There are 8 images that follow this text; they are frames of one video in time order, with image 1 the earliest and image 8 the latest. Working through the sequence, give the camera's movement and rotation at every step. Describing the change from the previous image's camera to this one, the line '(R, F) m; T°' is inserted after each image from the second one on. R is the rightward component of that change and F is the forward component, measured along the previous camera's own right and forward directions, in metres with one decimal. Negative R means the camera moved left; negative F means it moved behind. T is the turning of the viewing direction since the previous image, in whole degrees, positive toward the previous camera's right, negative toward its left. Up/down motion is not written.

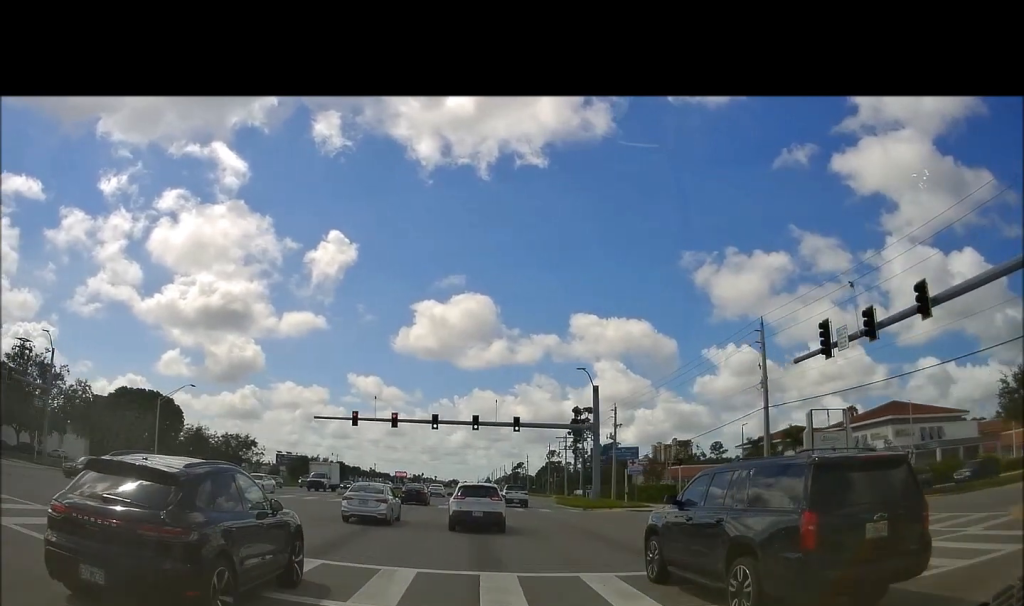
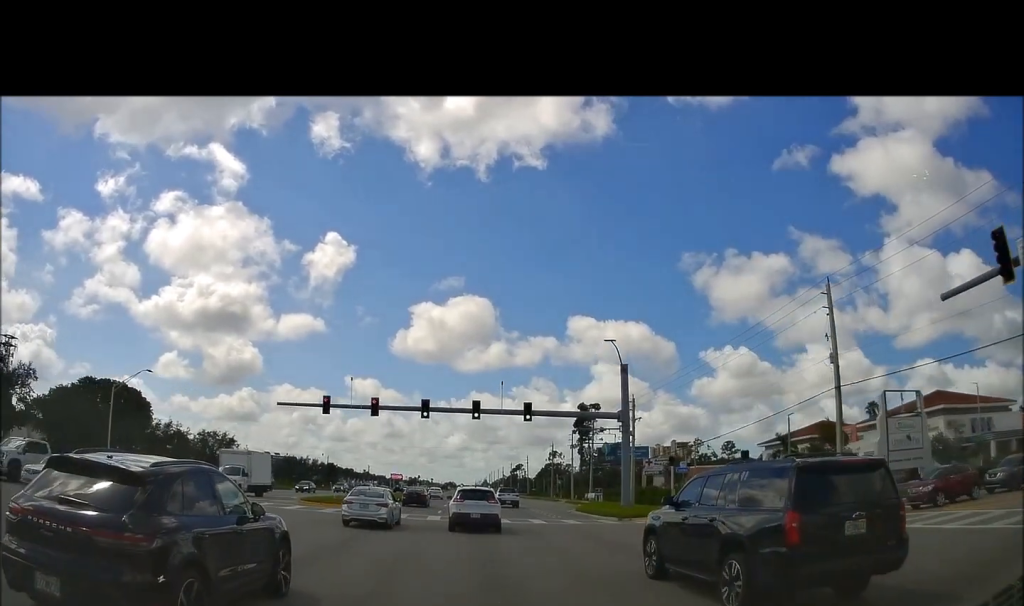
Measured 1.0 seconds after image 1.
(0.0, +8.5) m; -3°
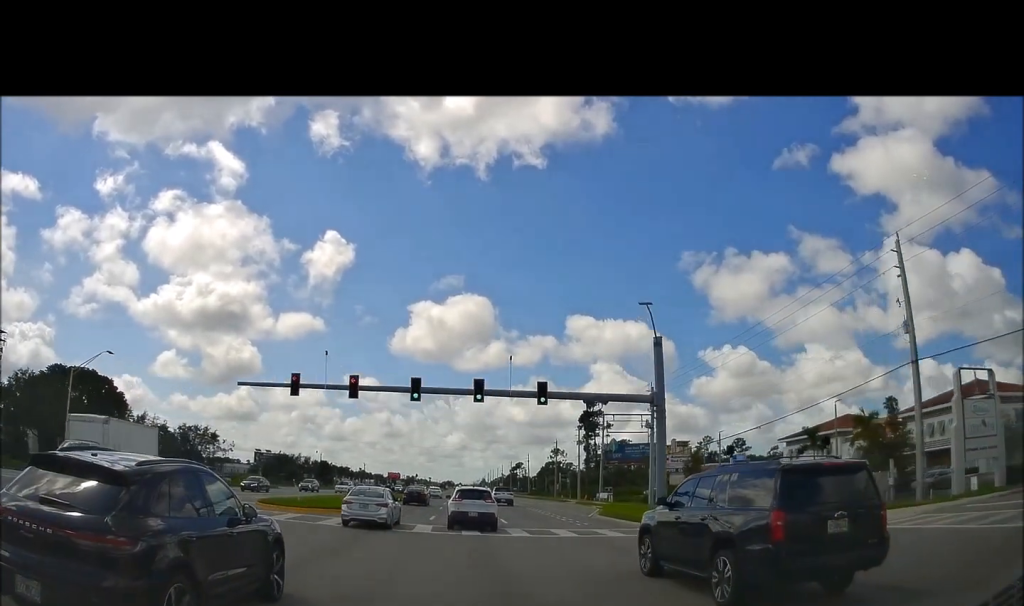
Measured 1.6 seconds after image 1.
(-0.3, +6.7) m; 0°
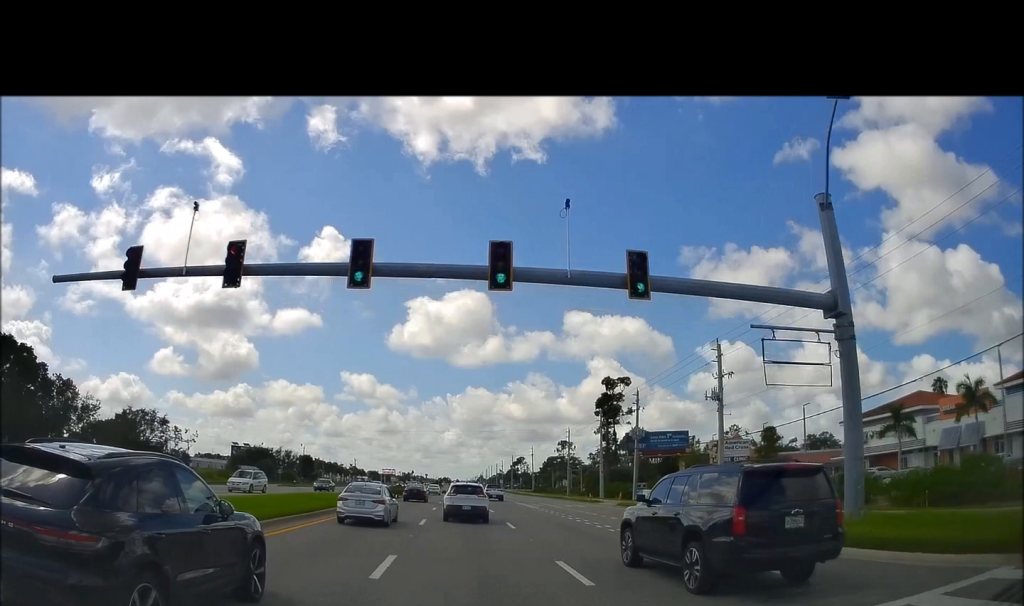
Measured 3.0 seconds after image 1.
(+0.5, +17.0) m; +3°
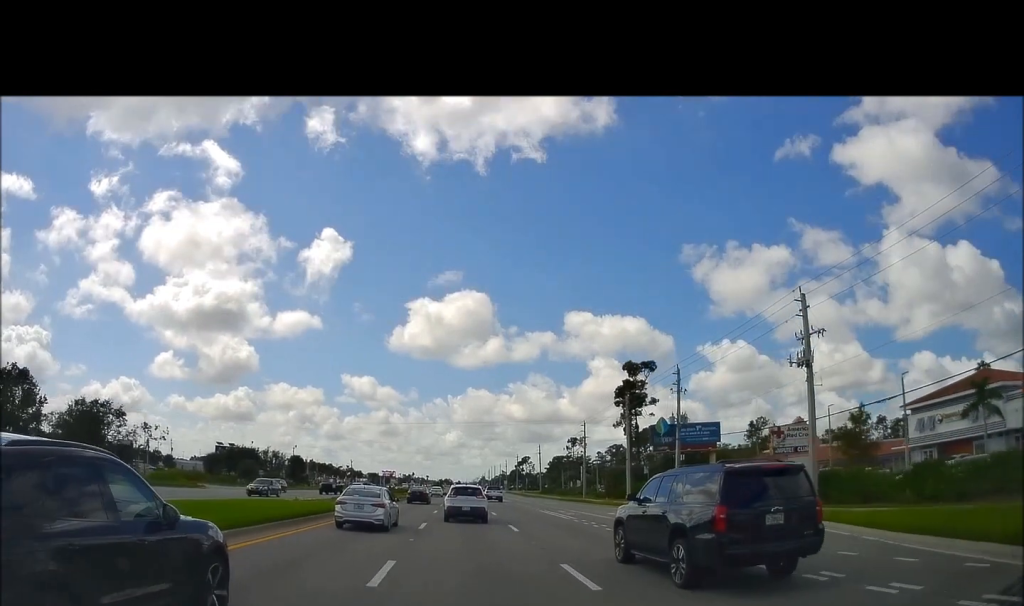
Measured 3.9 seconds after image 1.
(0.0, +13.1) m; 0°
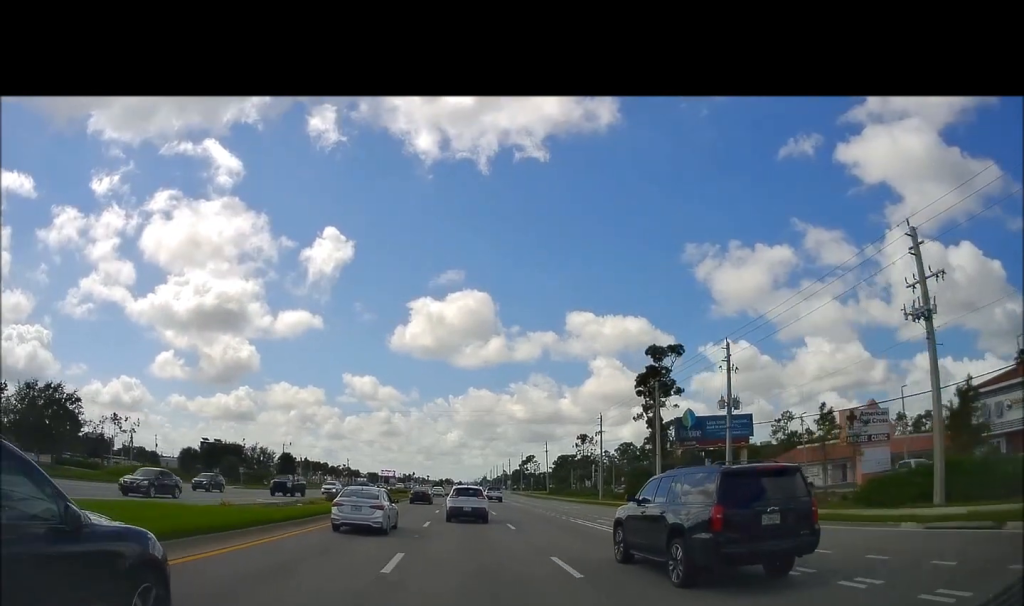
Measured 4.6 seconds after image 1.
(0.0, +10.7) m; 0°
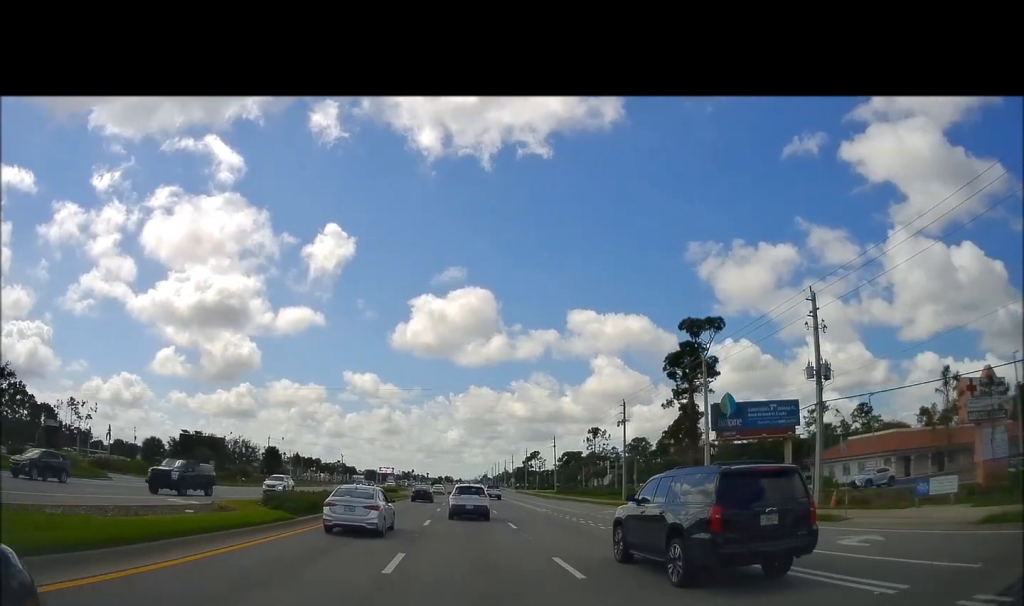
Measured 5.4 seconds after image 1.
(0.0, +12.0) m; -1°
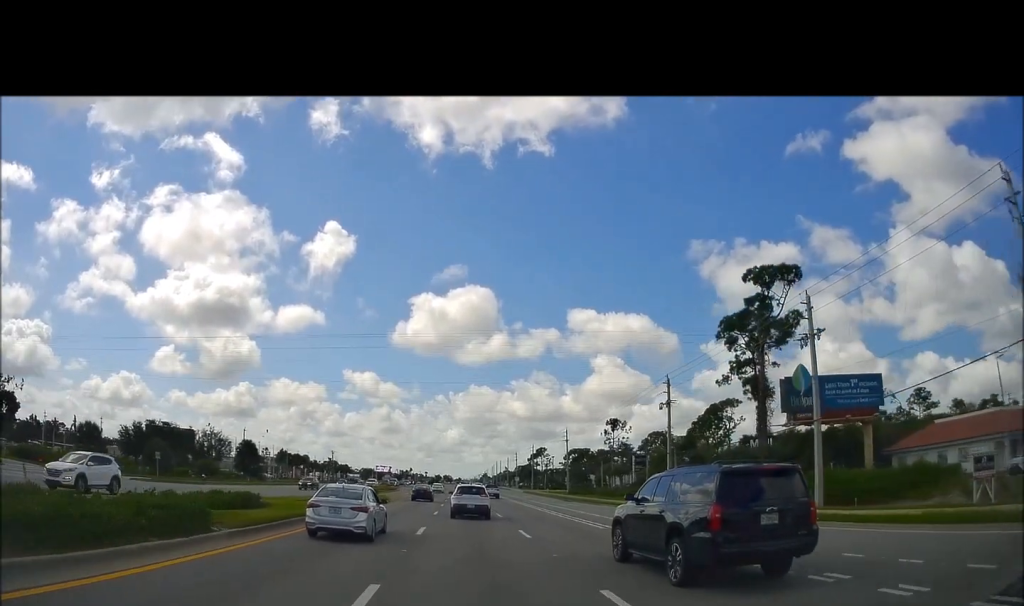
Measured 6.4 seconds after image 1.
(-0.2, +15.9) m; -1°
